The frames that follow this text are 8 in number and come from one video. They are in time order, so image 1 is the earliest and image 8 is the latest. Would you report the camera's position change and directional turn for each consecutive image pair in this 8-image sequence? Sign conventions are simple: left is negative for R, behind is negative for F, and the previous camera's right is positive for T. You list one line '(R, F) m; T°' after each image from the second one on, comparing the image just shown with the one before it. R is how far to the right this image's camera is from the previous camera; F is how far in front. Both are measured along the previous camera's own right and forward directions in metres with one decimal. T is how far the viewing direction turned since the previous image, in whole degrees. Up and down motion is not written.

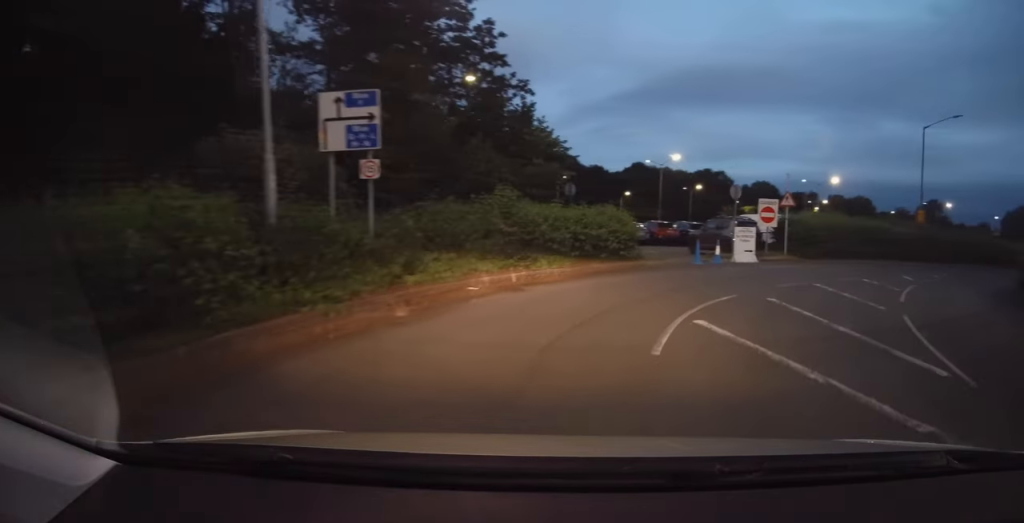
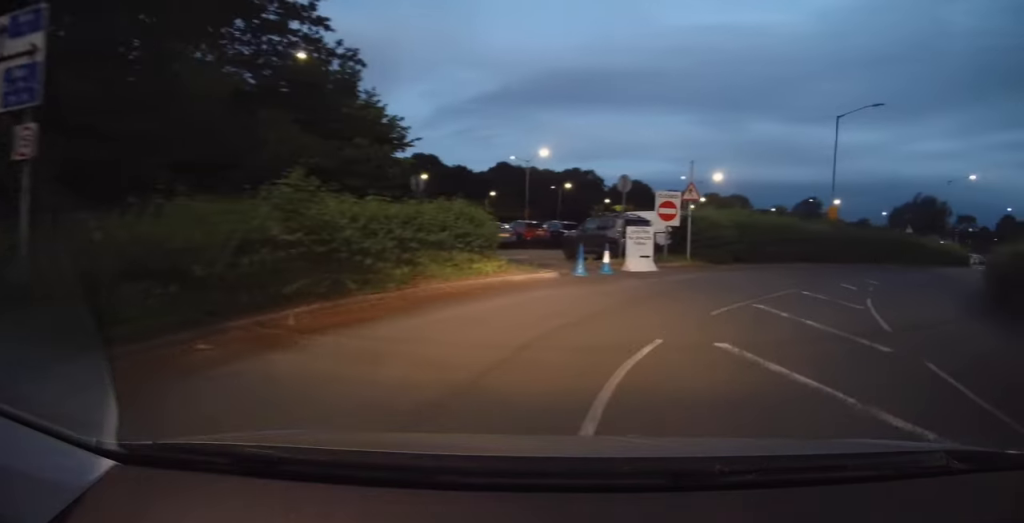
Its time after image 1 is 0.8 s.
(+0.8, +4.1) m; +13°
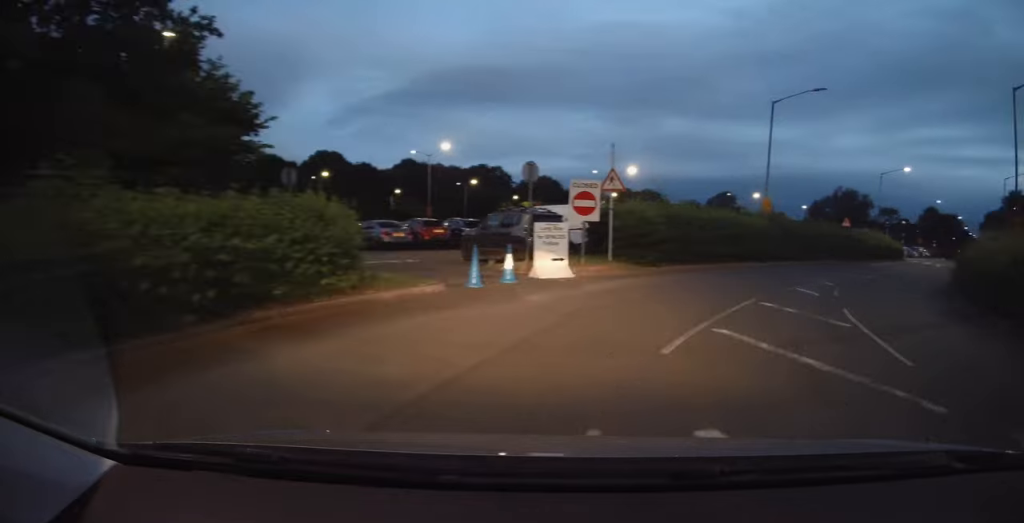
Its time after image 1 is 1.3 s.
(+0.2, +2.9) m; +8°
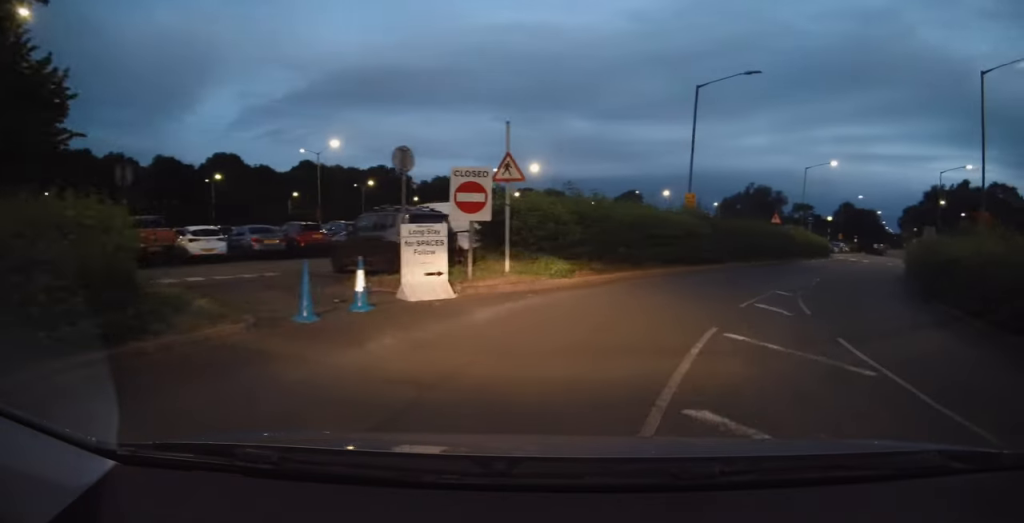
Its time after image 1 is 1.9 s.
(+0.2, +3.2) m; +7°
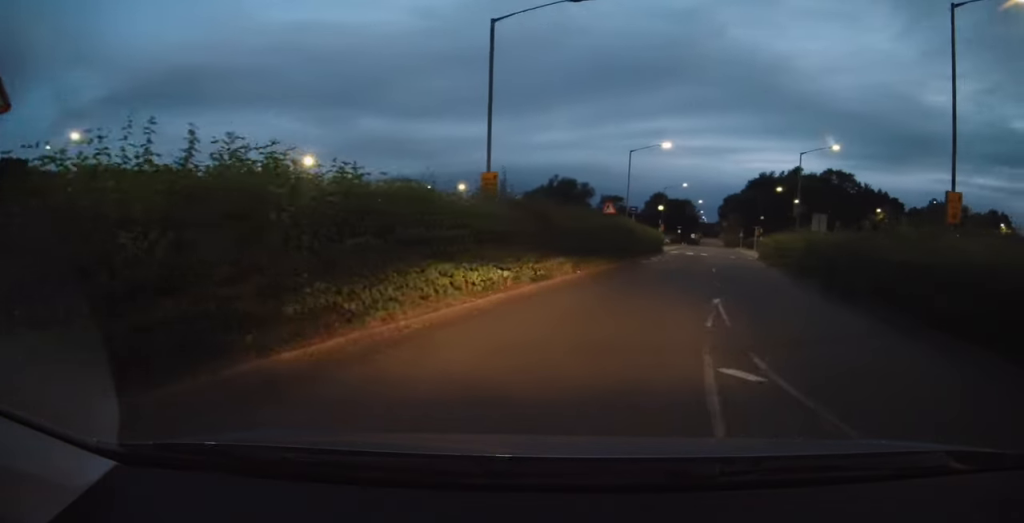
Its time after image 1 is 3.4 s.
(+1.5, +7.6) m; +24°
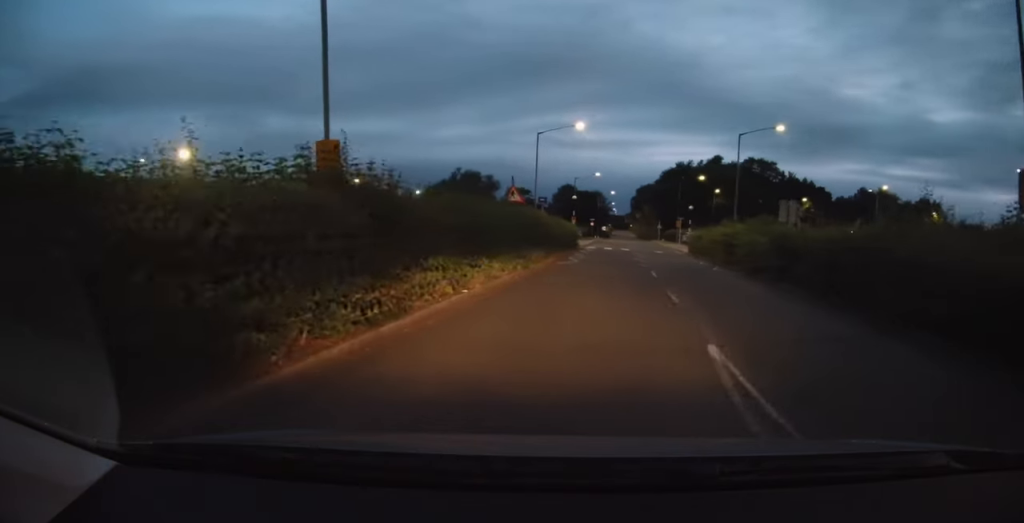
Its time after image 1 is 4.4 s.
(+0.8, +5.3) m; +9°
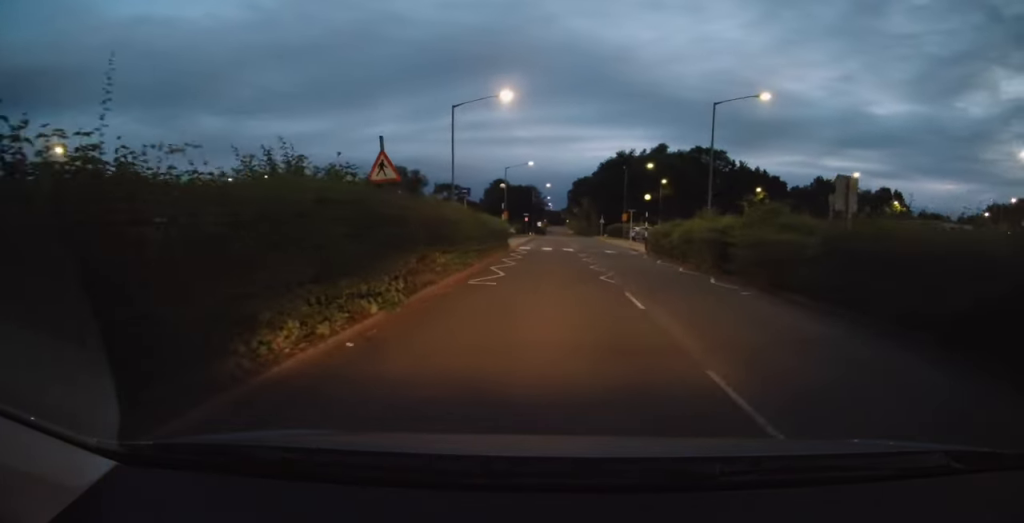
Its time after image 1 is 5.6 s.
(0.0, +7.4) m; +2°
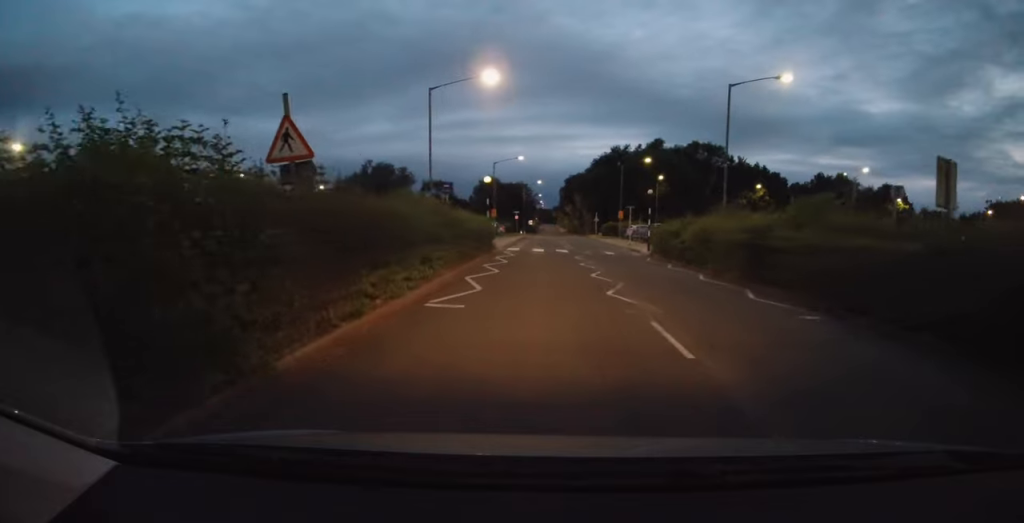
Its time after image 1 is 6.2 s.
(-0.1, +3.4) m; +2°
